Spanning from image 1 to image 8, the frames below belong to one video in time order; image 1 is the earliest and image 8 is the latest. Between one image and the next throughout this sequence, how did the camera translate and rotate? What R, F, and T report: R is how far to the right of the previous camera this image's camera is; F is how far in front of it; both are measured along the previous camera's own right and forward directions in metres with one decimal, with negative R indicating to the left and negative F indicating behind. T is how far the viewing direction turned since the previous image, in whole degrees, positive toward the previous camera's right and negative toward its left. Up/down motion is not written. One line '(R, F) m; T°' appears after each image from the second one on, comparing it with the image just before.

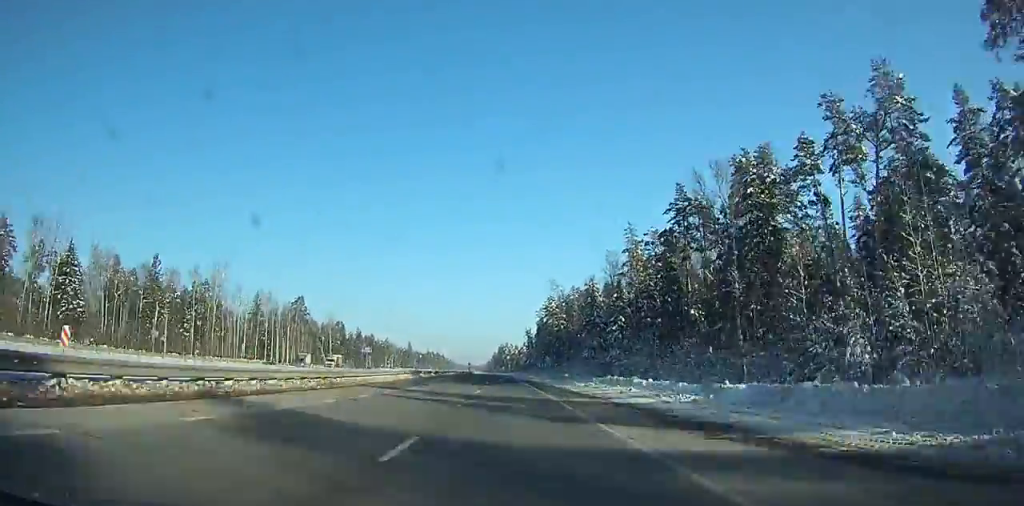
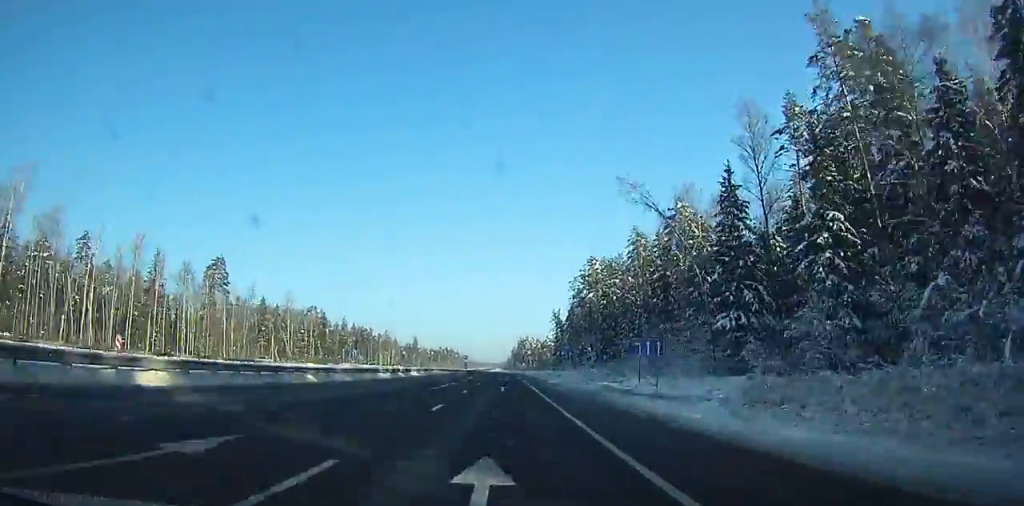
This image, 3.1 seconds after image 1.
(-1.3, +78.9) m; -2°
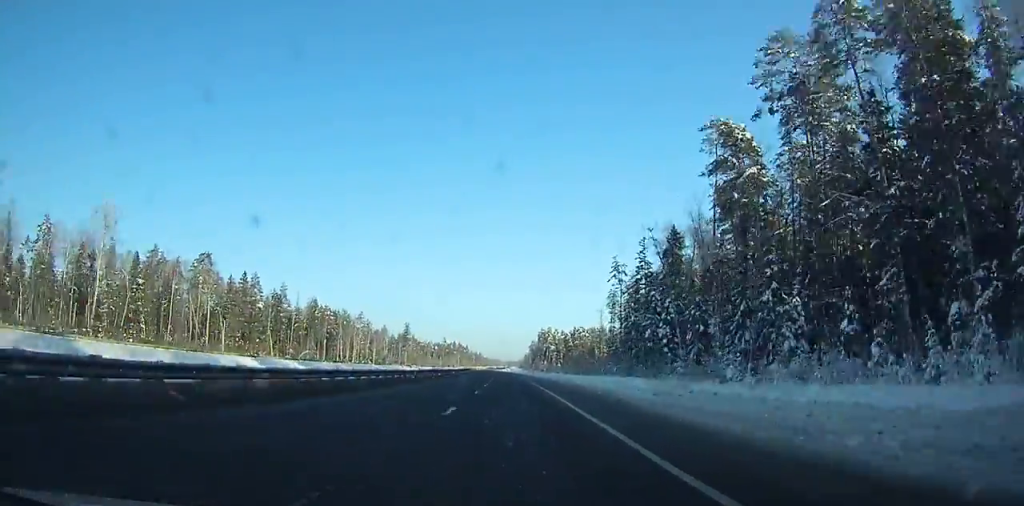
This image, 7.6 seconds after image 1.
(-2.1, +124.0) m; -2°
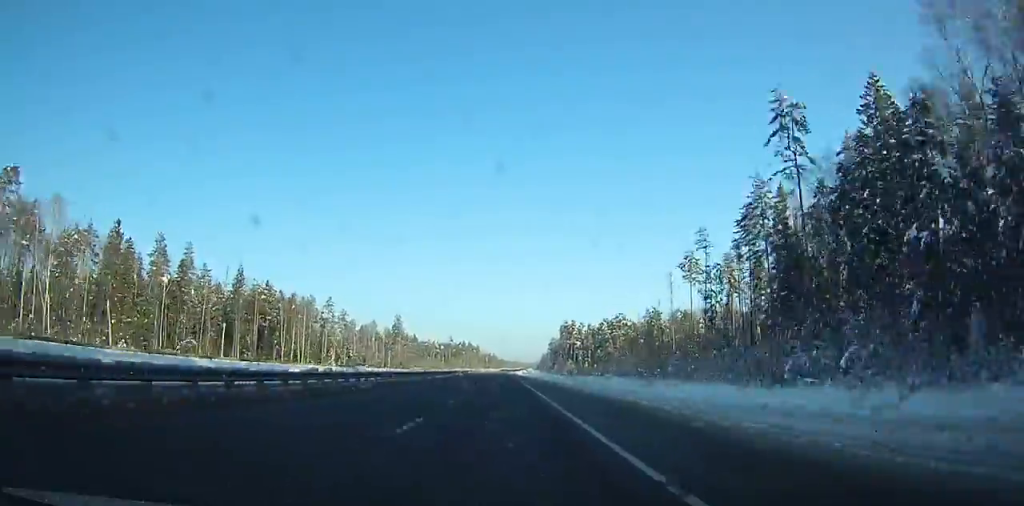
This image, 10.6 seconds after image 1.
(-0.6, +85.9) m; -1°
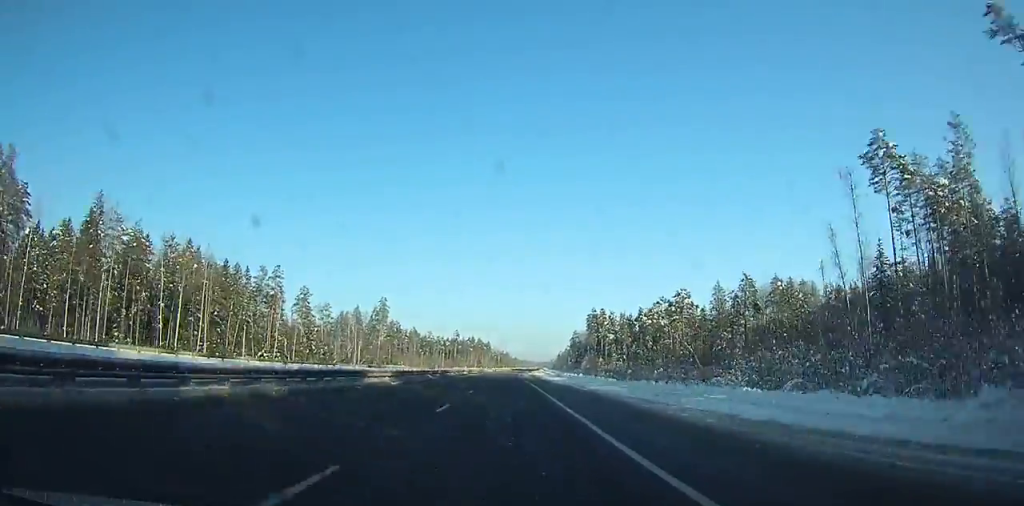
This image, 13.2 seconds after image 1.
(-0.4, +72.0) m; -1°
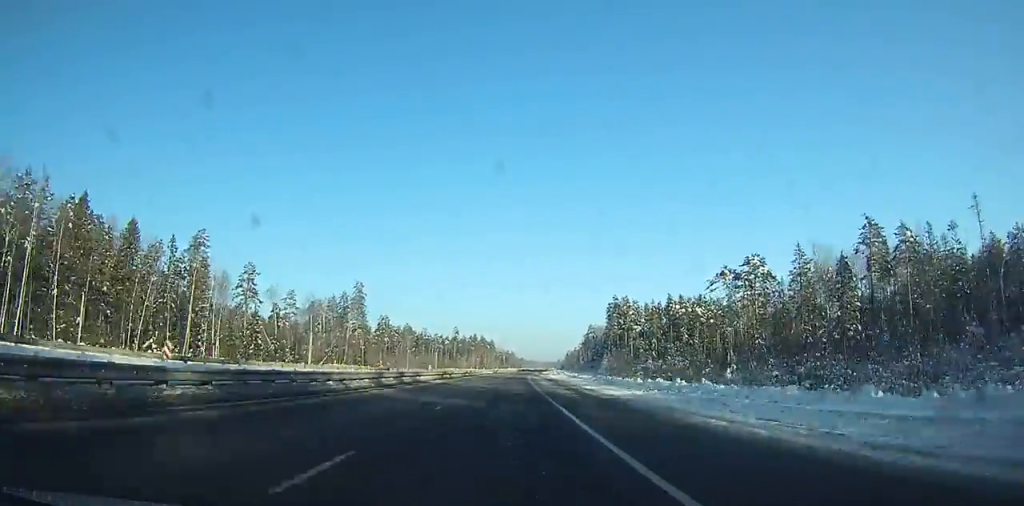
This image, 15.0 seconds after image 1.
(-0.9, +47.4) m; 0°
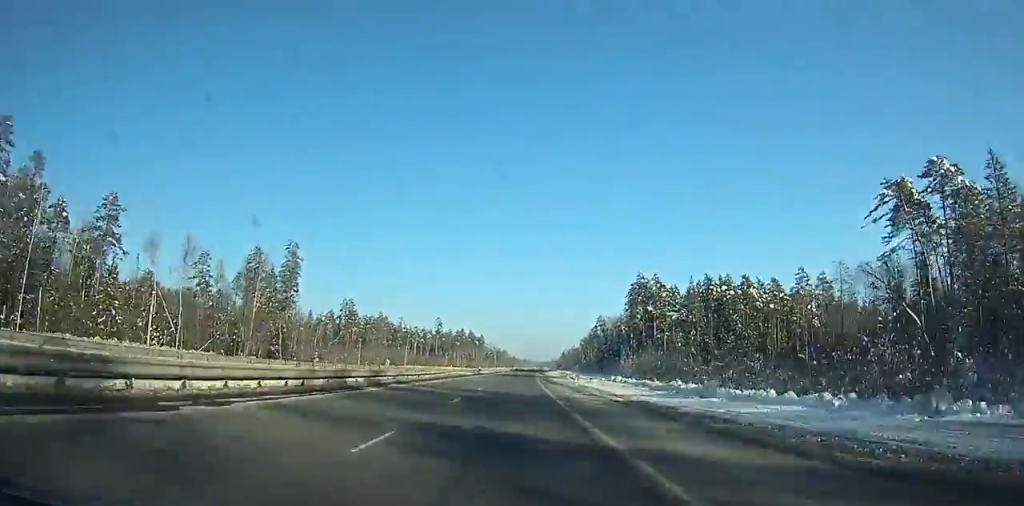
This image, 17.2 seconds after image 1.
(+0.4, +54.0) m; 0°
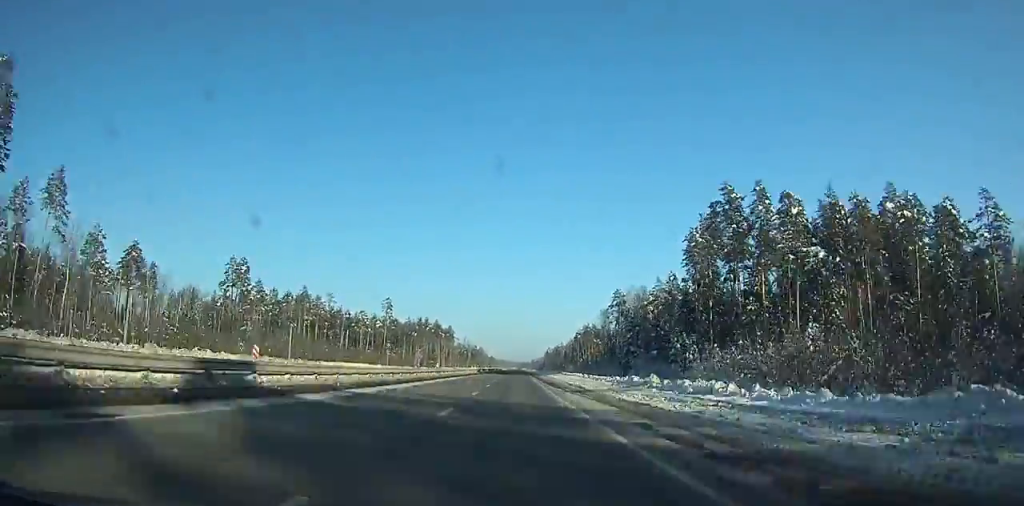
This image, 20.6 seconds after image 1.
(+0.6, +80.1) m; +1°
